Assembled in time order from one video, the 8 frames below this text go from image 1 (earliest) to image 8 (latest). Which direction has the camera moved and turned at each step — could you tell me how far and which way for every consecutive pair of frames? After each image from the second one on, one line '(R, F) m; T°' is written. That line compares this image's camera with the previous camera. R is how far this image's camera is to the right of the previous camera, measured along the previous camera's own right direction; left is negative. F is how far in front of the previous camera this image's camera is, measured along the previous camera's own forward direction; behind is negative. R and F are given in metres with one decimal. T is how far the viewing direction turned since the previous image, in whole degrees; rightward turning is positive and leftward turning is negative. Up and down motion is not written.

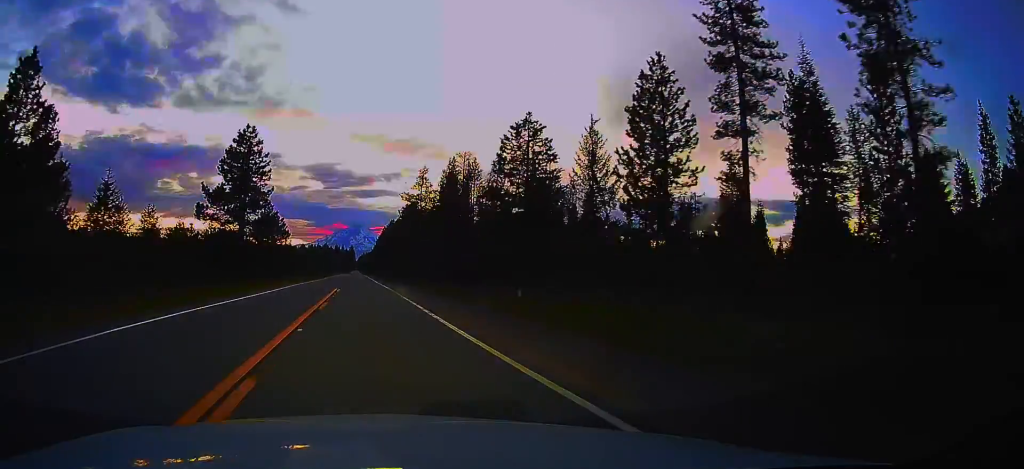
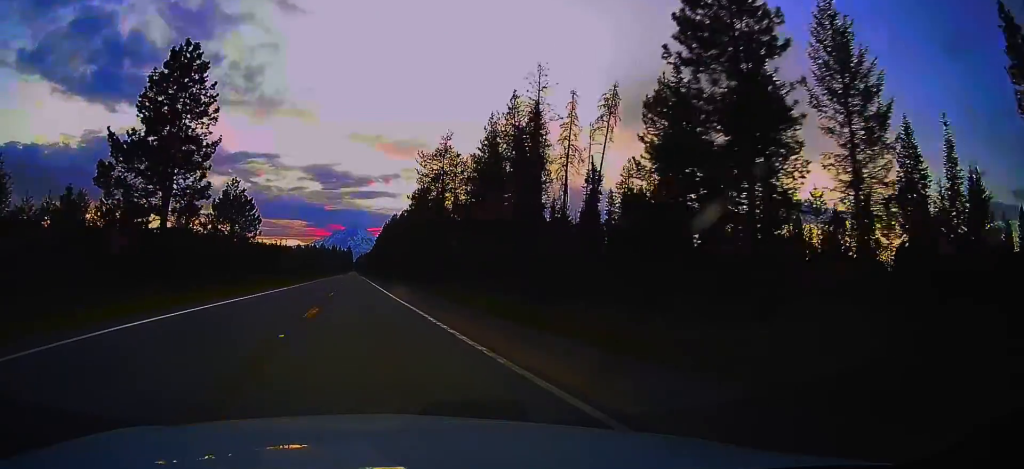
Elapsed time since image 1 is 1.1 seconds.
(0.0, +31.1) m; 0°
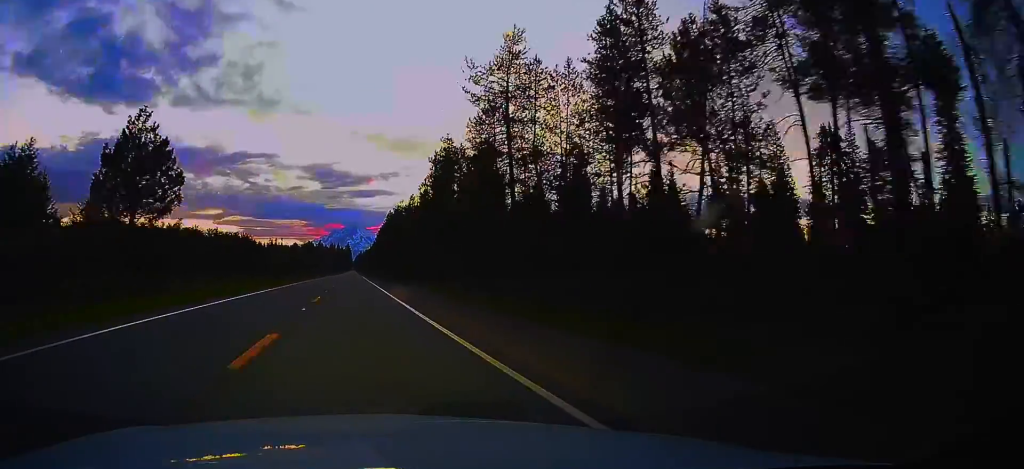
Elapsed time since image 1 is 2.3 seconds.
(+0.3, +36.7) m; +1°
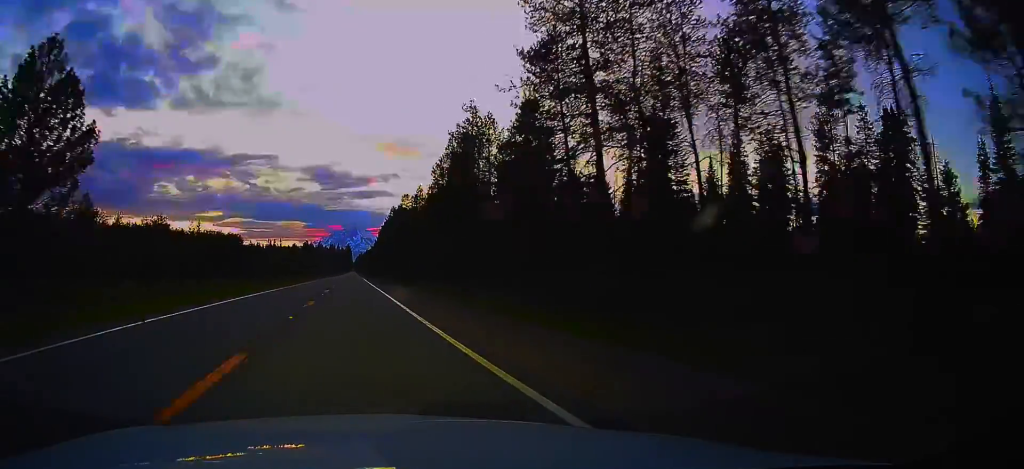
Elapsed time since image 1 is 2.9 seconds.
(+0.1, +17.4) m; 0°
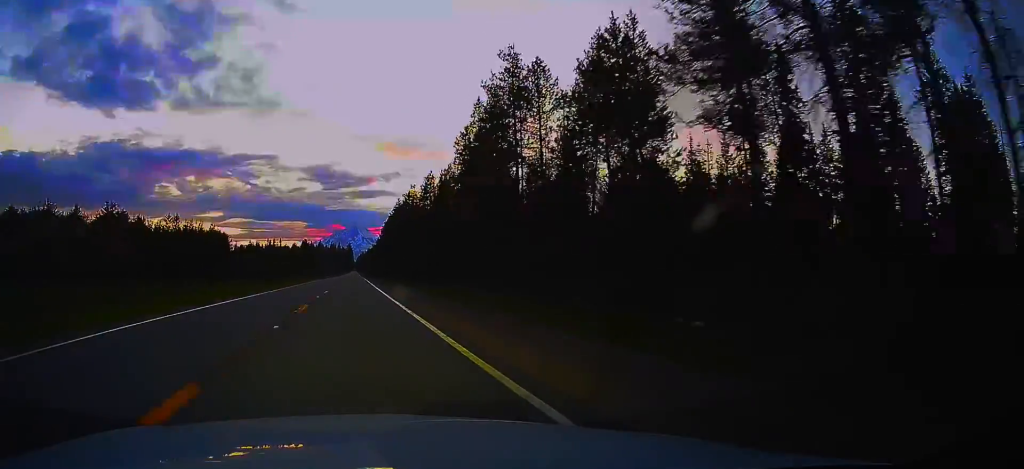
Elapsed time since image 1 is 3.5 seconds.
(-0.2, +16.5) m; 0°
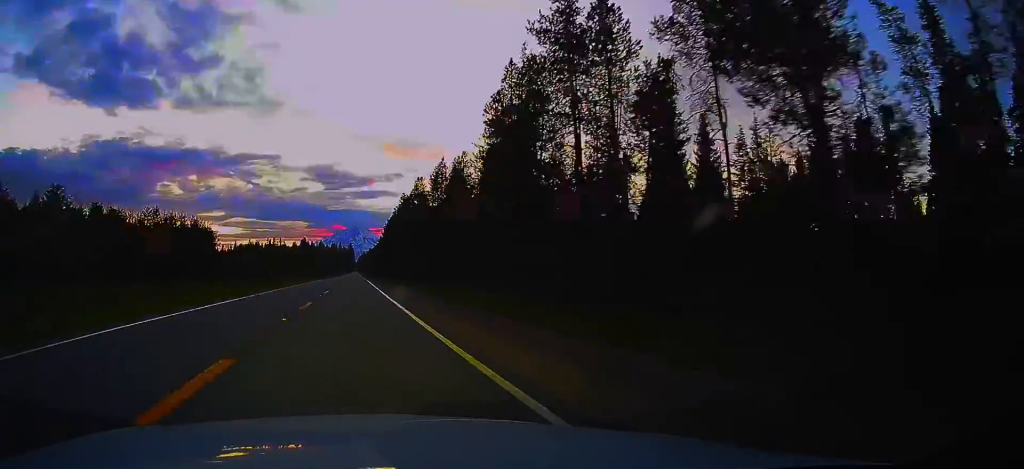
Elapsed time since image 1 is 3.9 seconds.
(-0.1, +12.7) m; 0°
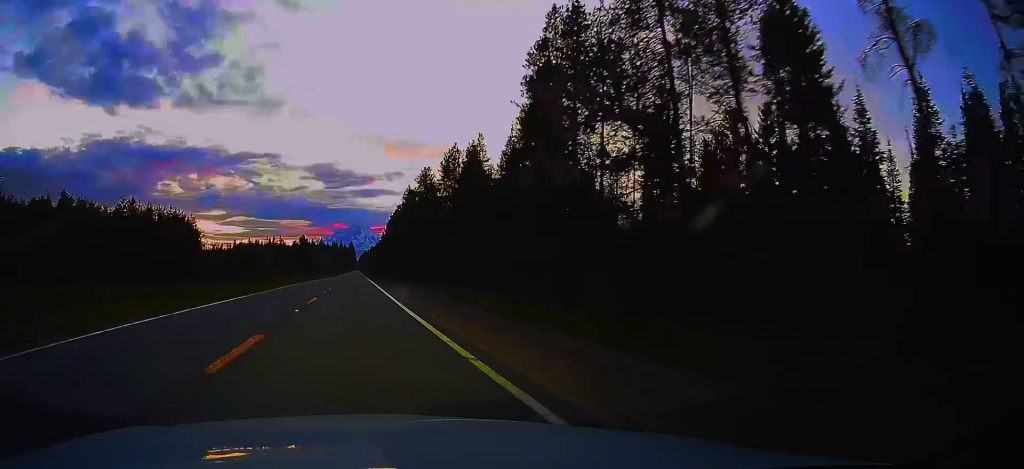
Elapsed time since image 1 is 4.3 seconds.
(0.0, +11.7) m; 0°
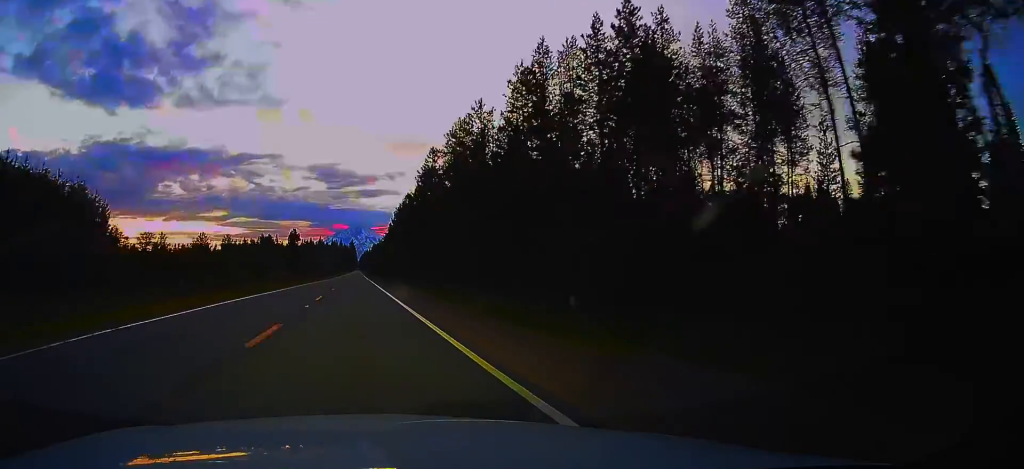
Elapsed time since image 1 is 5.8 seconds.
(-0.4, +41.8) m; 0°
